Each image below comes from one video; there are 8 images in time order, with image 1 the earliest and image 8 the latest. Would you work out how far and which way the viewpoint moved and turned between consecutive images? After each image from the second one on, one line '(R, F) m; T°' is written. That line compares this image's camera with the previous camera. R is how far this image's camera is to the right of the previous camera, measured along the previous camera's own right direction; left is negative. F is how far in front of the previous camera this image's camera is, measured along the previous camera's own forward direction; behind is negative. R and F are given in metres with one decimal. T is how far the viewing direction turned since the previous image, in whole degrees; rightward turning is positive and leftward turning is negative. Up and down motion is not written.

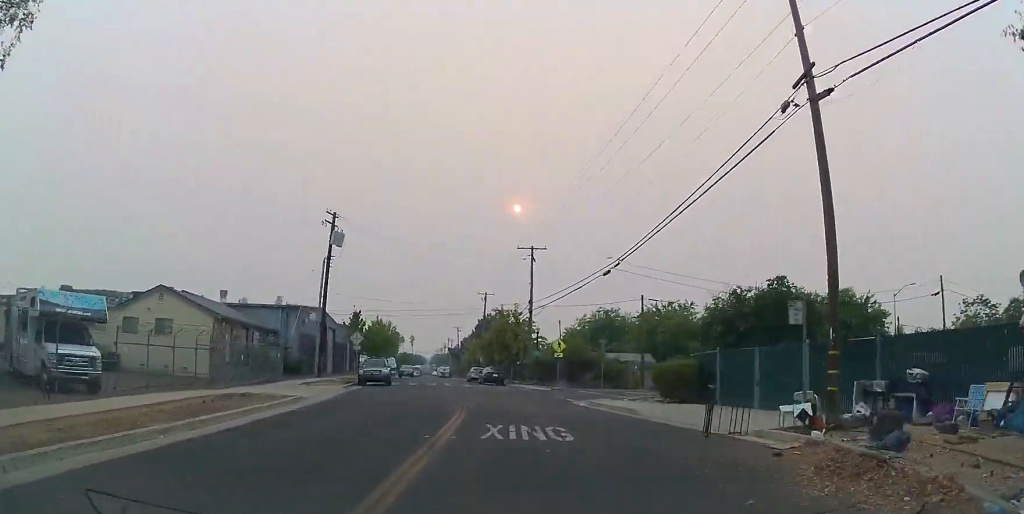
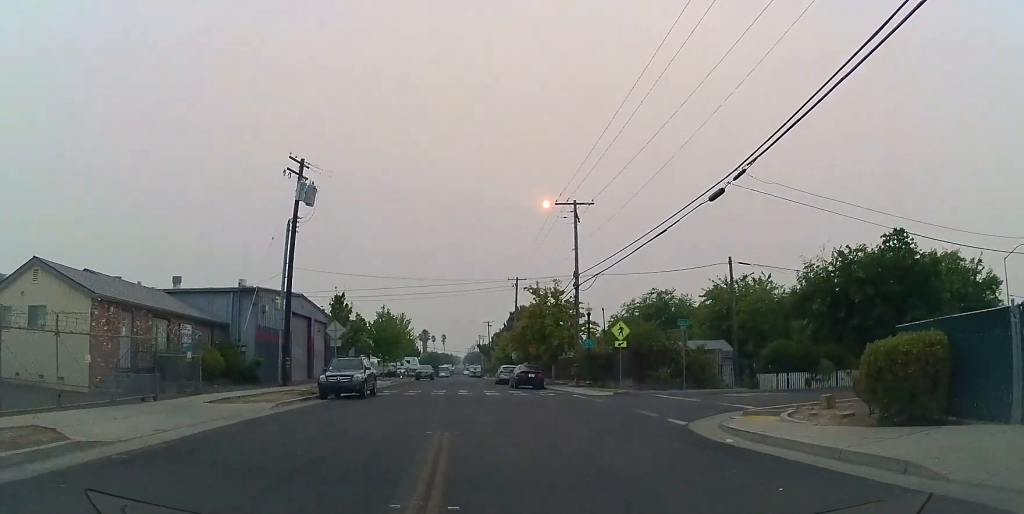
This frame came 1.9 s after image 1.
(+1.0, +12.3) m; +2°
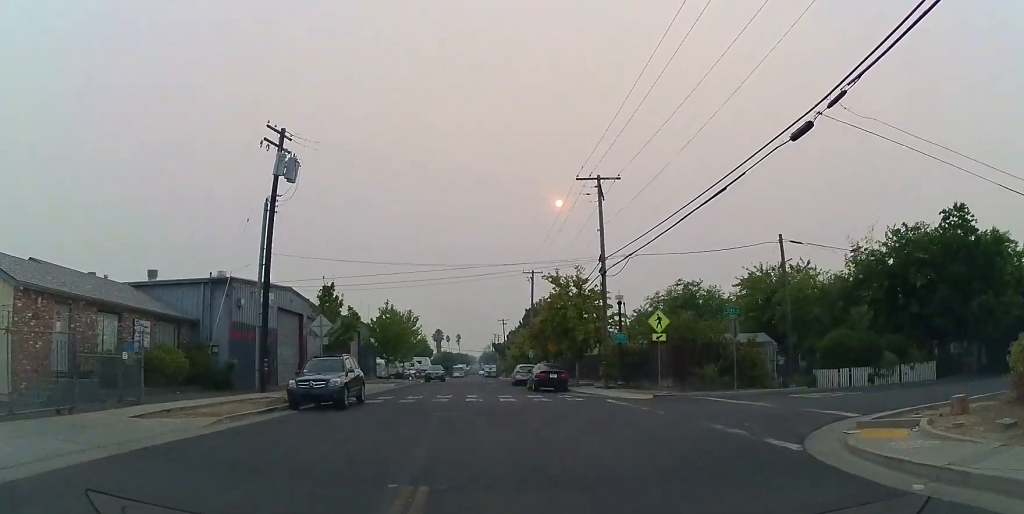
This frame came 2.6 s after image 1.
(-0.2, +4.6) m; -3°
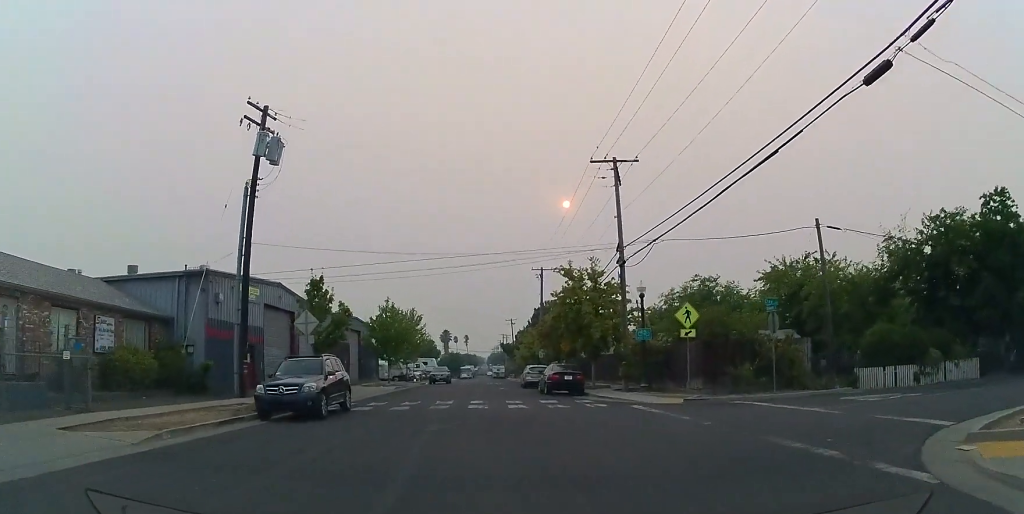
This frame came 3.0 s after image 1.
(-0.1, +2.9) m; -2°
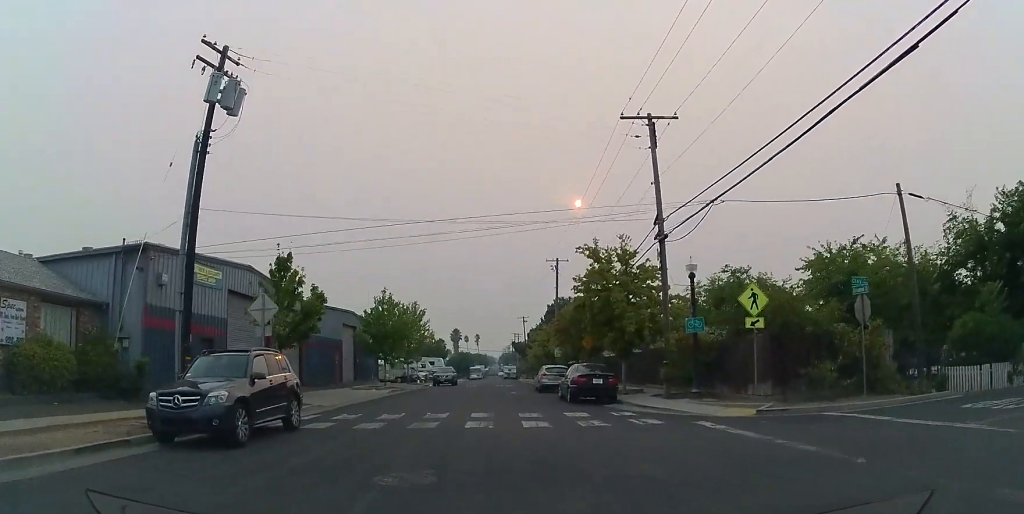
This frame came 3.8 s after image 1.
(-0.1, +5.2) m; -1°
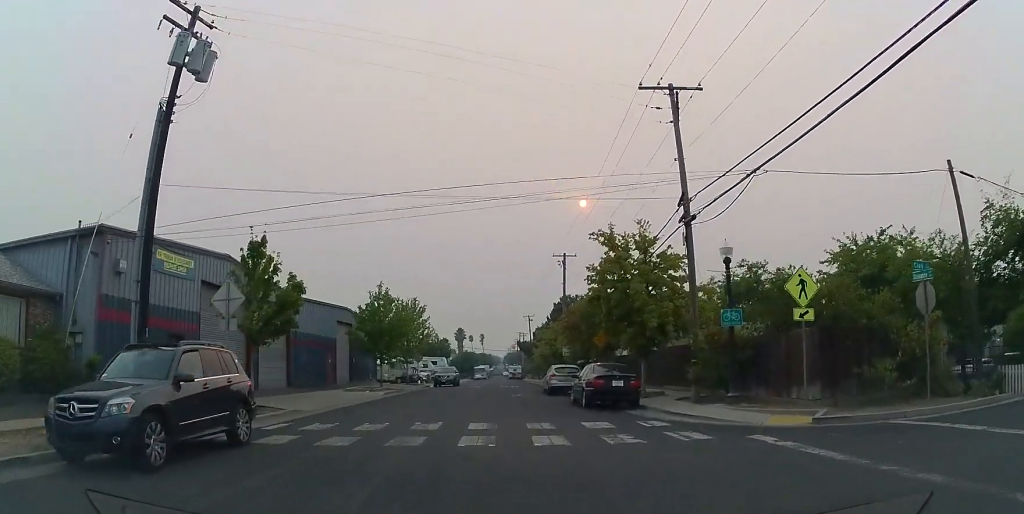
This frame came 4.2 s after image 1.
(0.0, +2.8) m; 0°
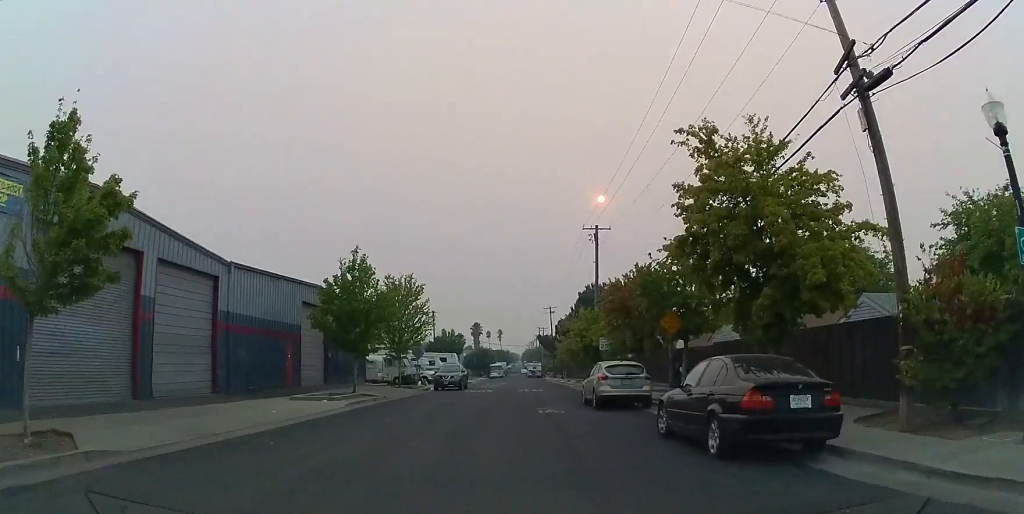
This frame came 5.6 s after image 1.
(+0.5, +10.5) m; +4°
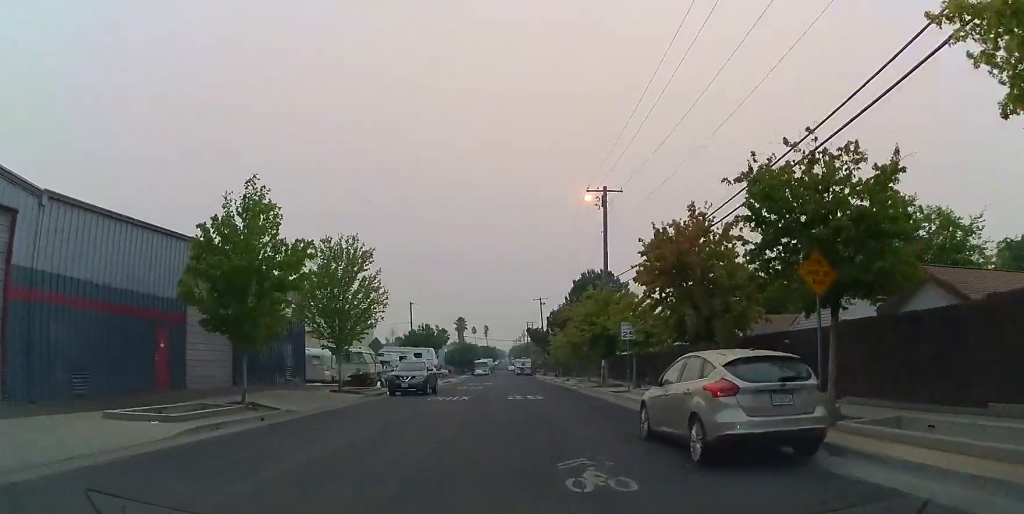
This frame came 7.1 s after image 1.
(-0.2, +10.8) m; -4°
